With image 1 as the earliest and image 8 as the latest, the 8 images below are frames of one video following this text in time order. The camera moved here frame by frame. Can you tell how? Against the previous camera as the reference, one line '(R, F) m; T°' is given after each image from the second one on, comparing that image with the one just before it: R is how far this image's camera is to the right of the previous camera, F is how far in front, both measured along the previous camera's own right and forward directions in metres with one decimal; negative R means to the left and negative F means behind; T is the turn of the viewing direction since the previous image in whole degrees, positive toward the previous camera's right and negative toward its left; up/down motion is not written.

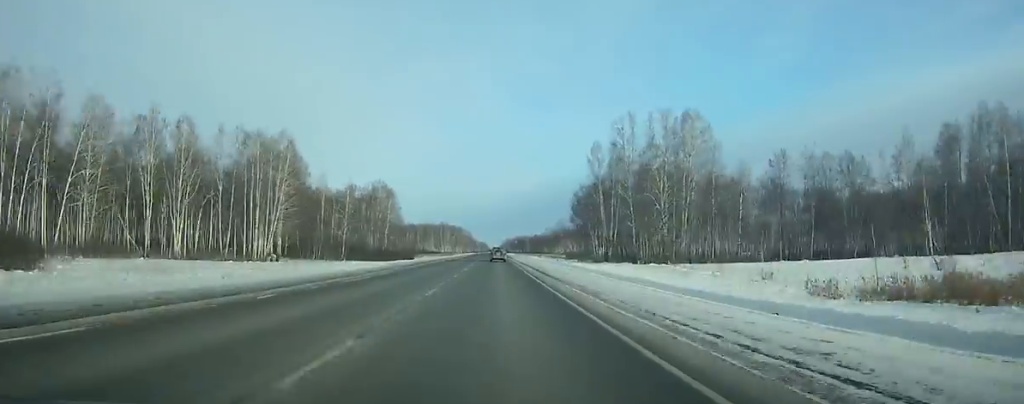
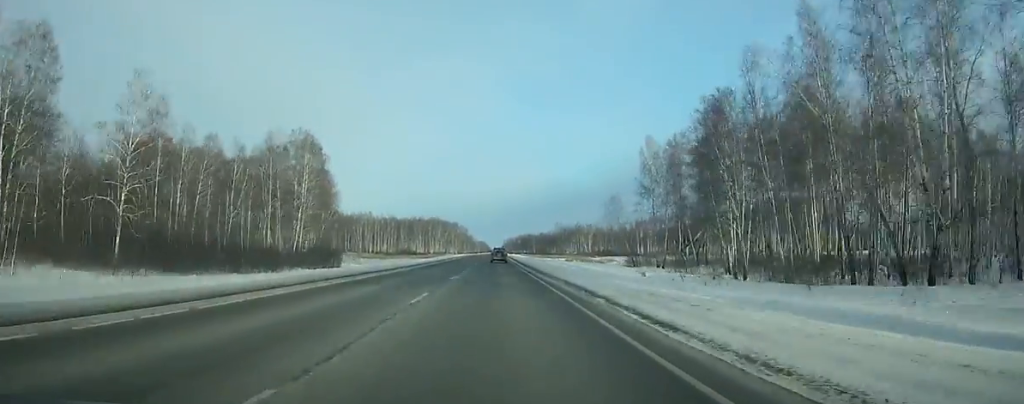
(+0.3, +86.9) m; 0°
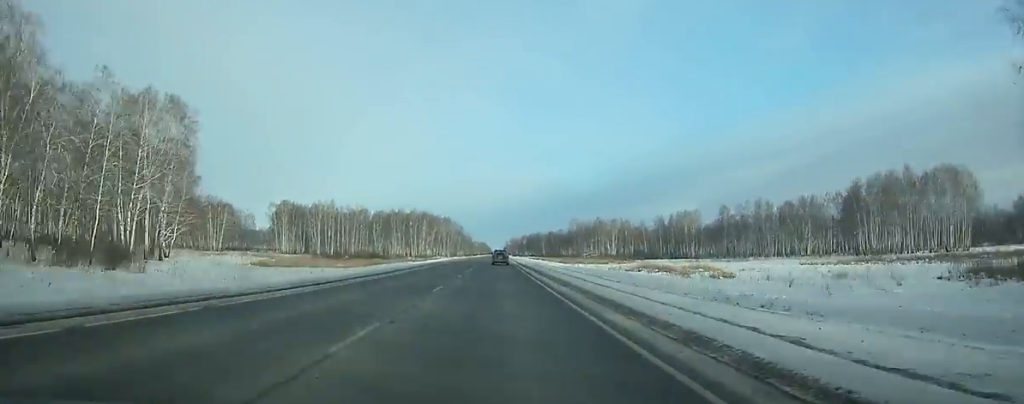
(0.0, +91.2) m; 0°
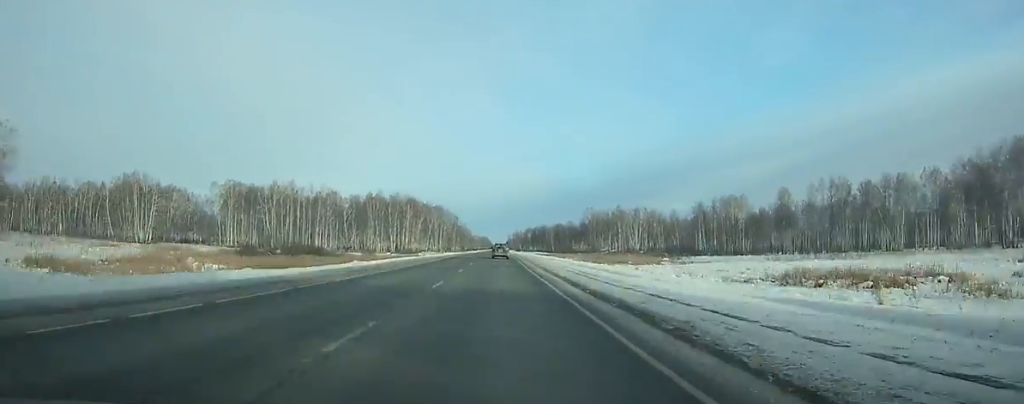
(+0.1, +59.6) m; 0°
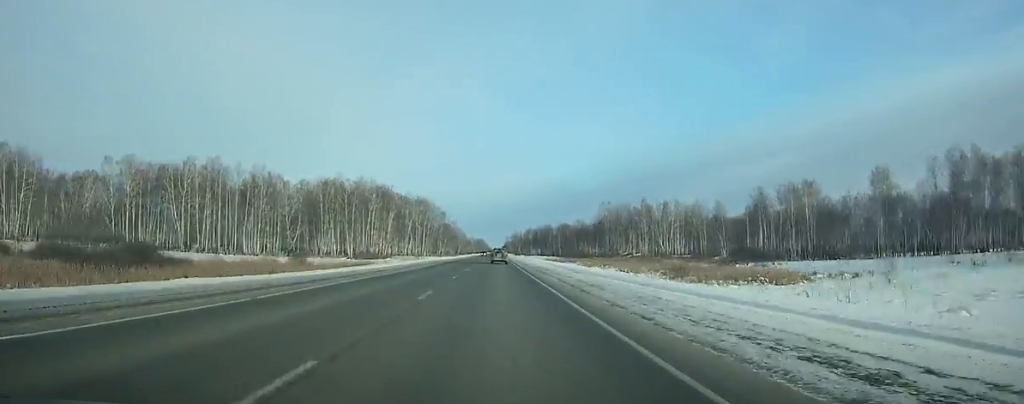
(-0.1, +64.7) m; 0°
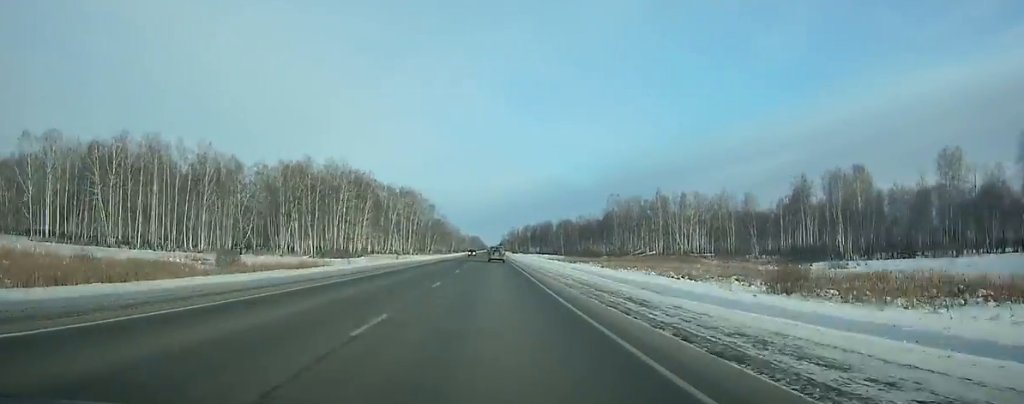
(-0.1, +31.0) m; 0°
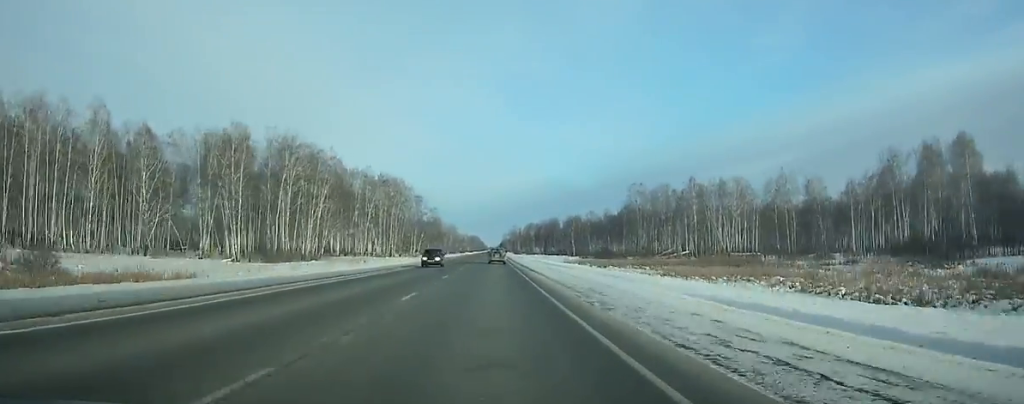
(+0.1, +41.6) m; 0°
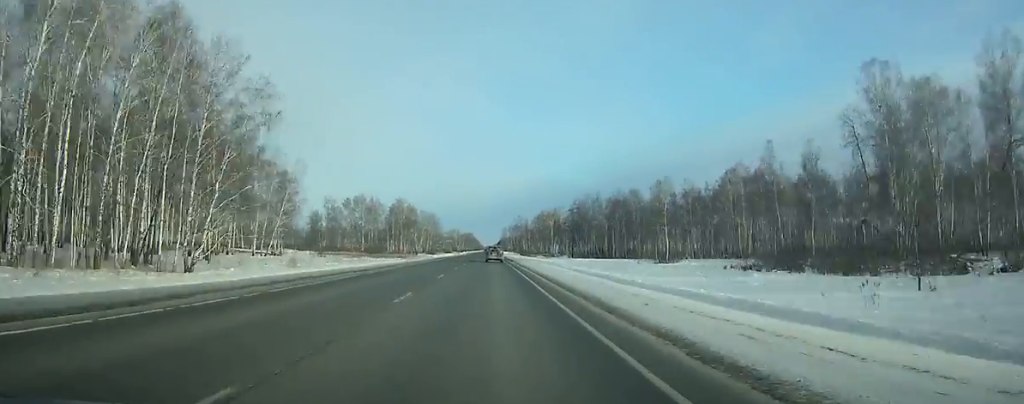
(+0.6, +143.3) m; 0°
